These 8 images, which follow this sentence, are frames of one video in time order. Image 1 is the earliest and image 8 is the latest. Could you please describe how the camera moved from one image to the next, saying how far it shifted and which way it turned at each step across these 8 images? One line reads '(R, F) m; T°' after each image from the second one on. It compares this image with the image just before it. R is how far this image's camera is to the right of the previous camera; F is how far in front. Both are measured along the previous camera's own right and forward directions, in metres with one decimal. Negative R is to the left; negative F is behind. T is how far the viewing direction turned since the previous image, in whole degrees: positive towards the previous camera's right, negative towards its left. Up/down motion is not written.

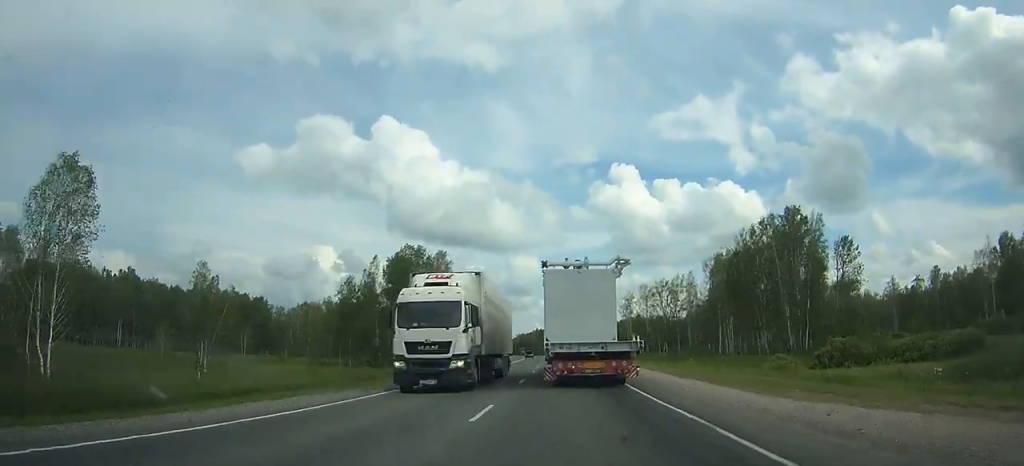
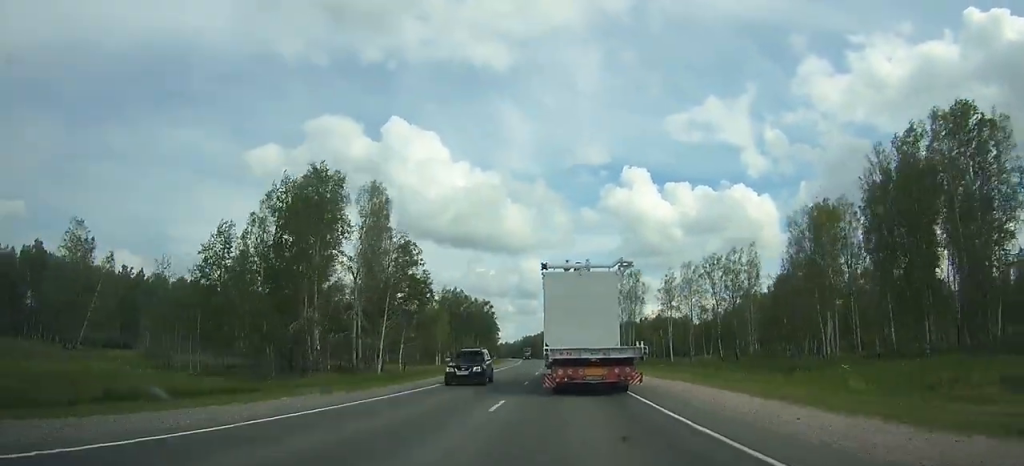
(-0.4, +44.6) m; -1°
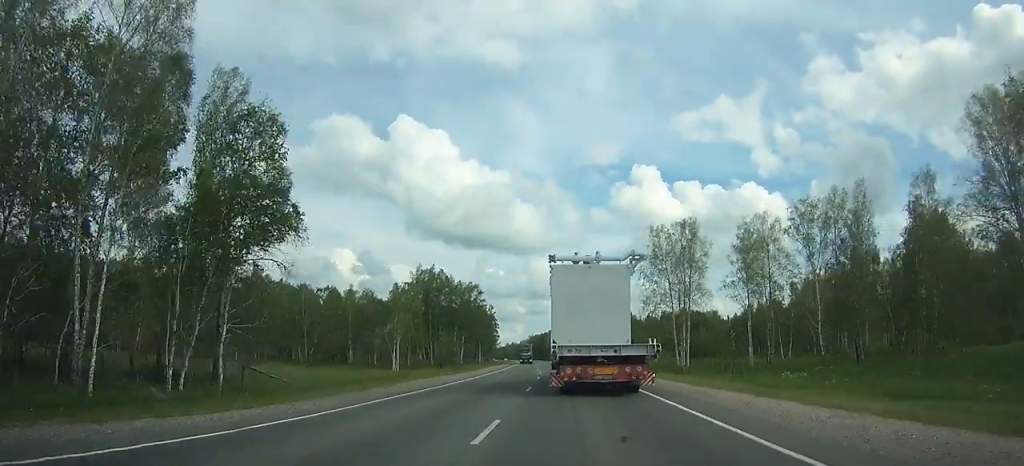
(-0.1, +41.6) m; -1°
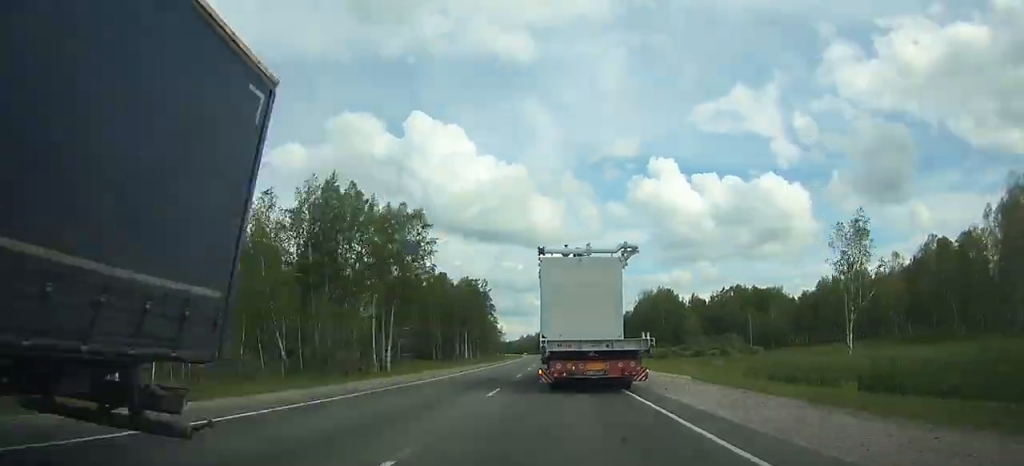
(-0.7, +64.4) m; -1°
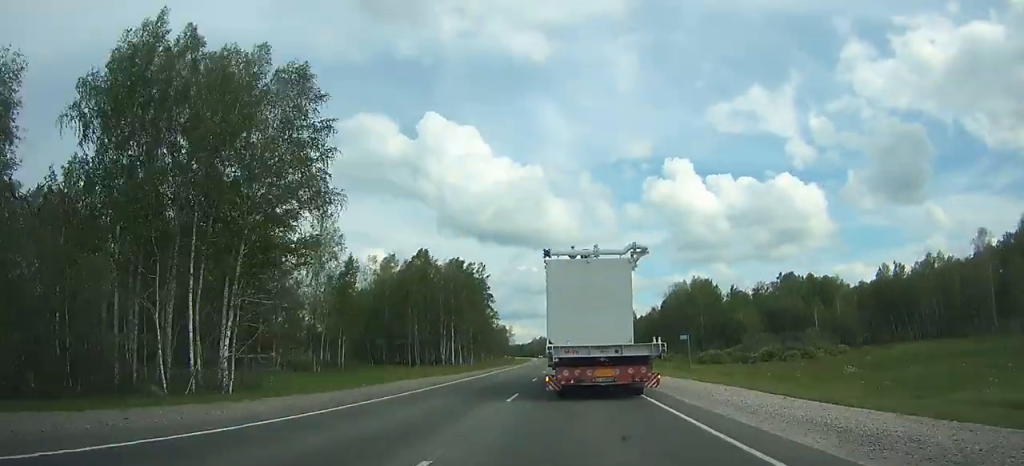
(-0.2, +35.7) m; 0°
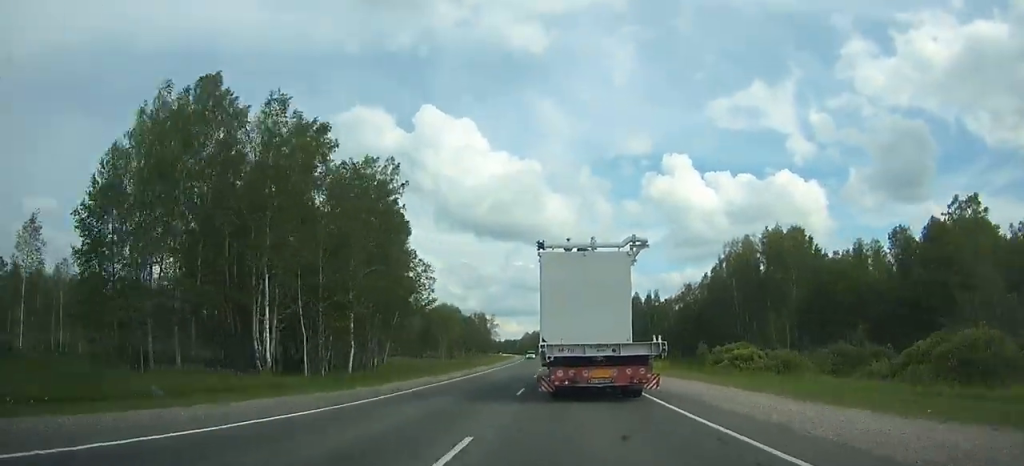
(+0.1, +72.8) m; -1°
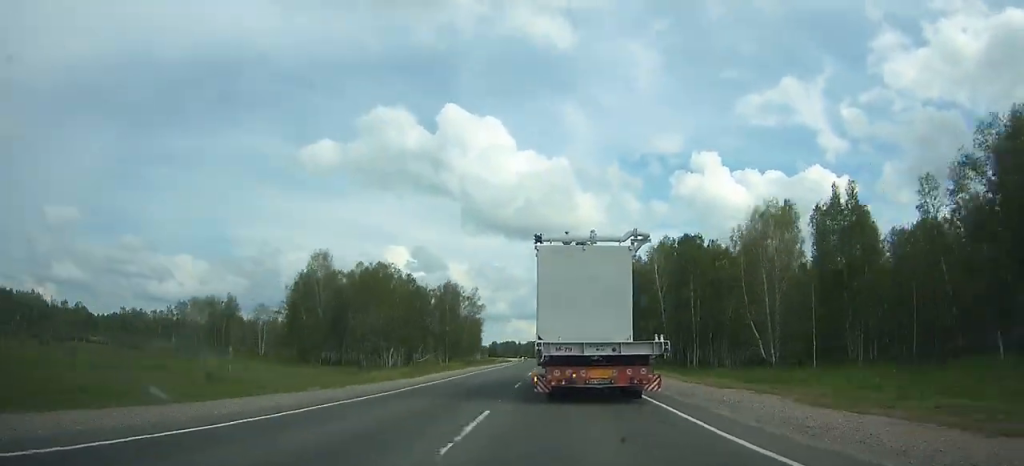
(-3.7, +116.8) m; -4°
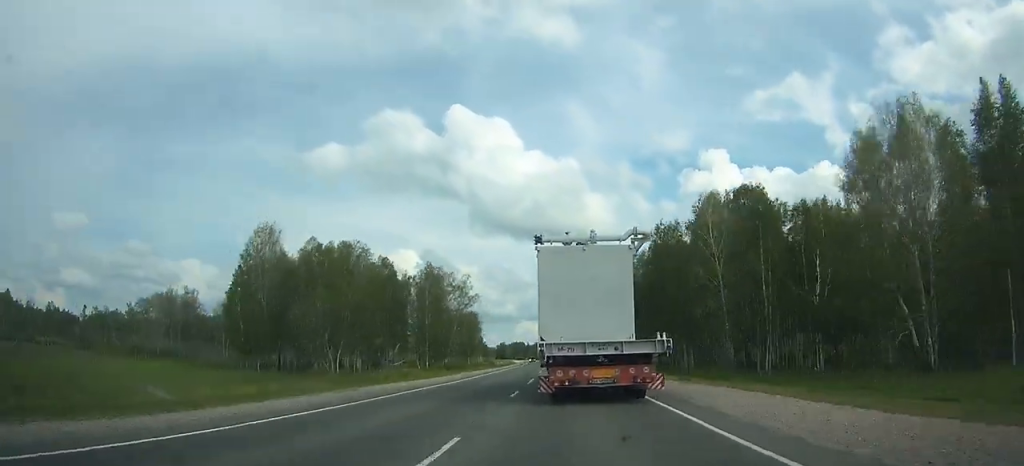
(+0.1, +27.2) m; -1°
